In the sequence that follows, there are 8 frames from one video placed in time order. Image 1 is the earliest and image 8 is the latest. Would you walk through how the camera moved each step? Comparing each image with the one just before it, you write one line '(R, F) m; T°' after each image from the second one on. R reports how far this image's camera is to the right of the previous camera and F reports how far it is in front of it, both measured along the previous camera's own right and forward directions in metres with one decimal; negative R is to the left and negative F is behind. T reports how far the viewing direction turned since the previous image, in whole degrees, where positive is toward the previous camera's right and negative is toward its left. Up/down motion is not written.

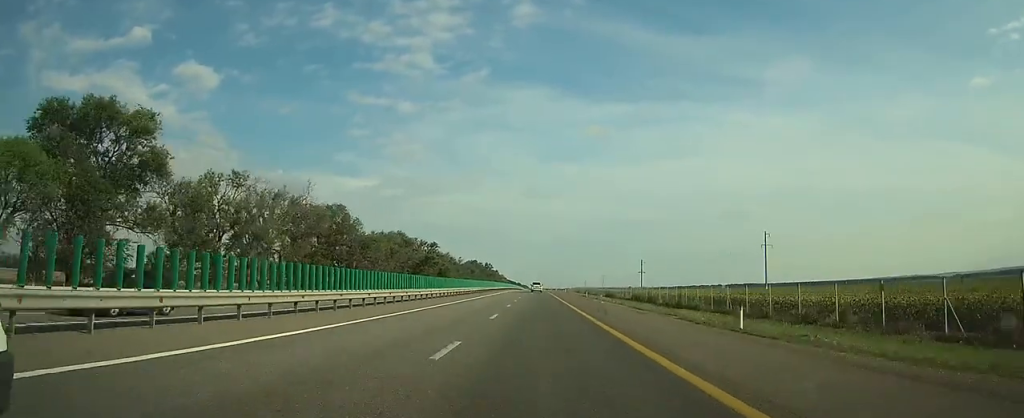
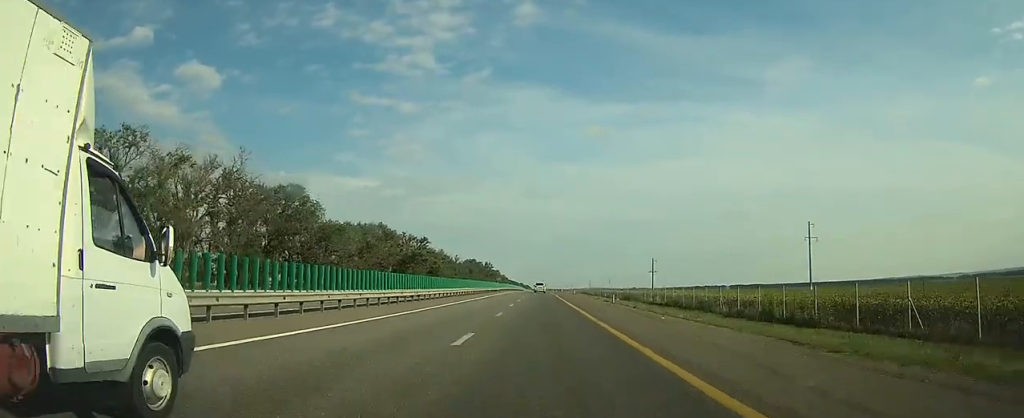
(0.0, +21.8) m; 0°
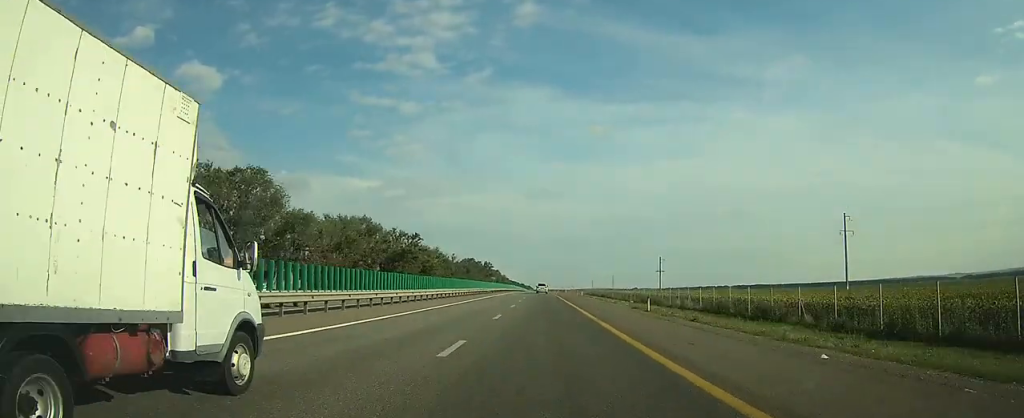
(0.0, +13.8) m; 0°
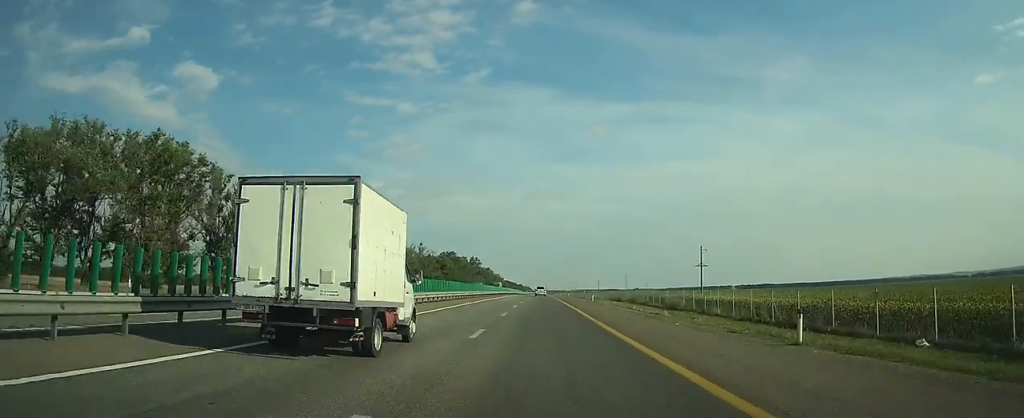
(+0.1, +67.8) m; 0°
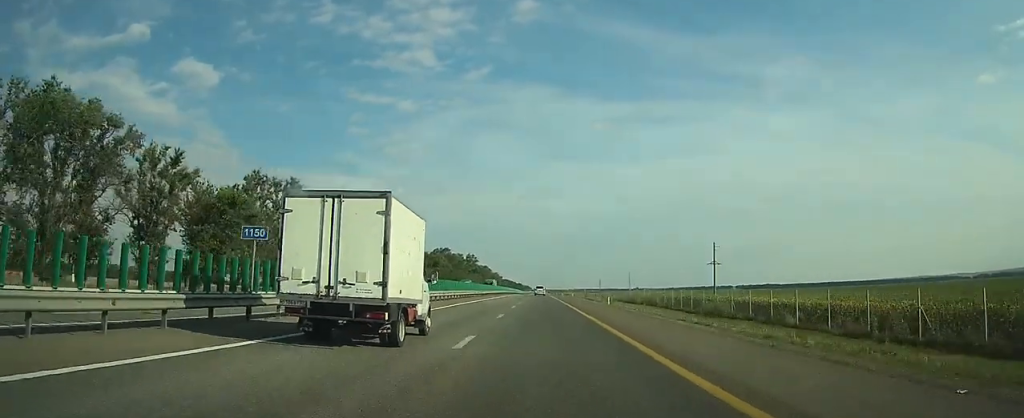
(0.0, +14.7) m; 0°
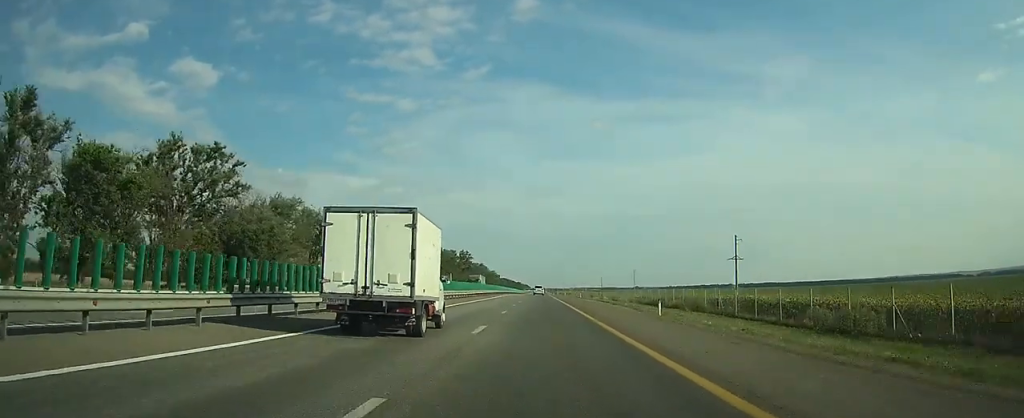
(0.0, +20.5) m; 0°
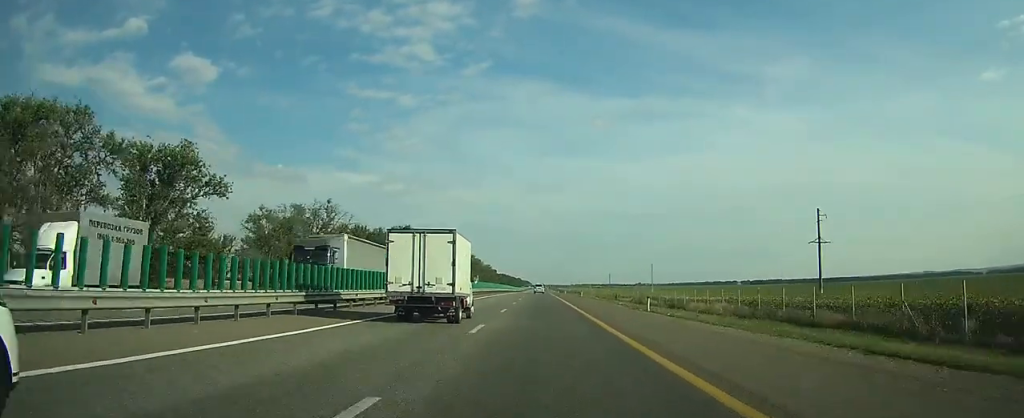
(-0.1, +48.0) m; 0°
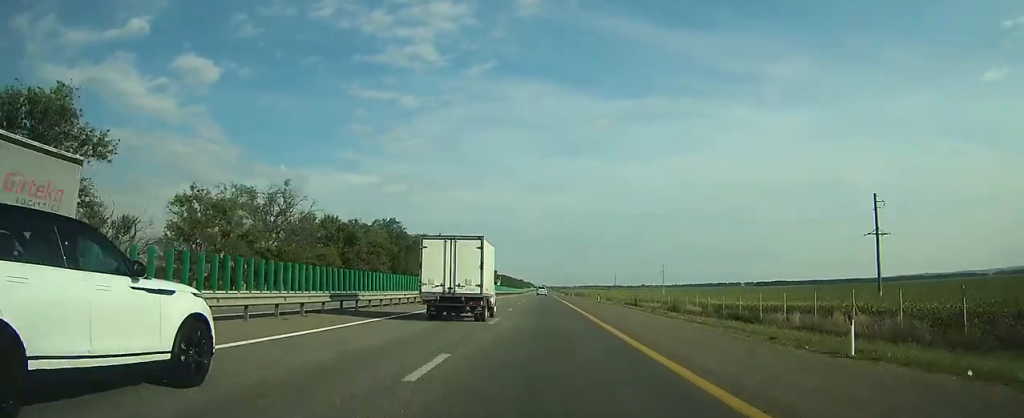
(0.0, +19.6) m; 0°
